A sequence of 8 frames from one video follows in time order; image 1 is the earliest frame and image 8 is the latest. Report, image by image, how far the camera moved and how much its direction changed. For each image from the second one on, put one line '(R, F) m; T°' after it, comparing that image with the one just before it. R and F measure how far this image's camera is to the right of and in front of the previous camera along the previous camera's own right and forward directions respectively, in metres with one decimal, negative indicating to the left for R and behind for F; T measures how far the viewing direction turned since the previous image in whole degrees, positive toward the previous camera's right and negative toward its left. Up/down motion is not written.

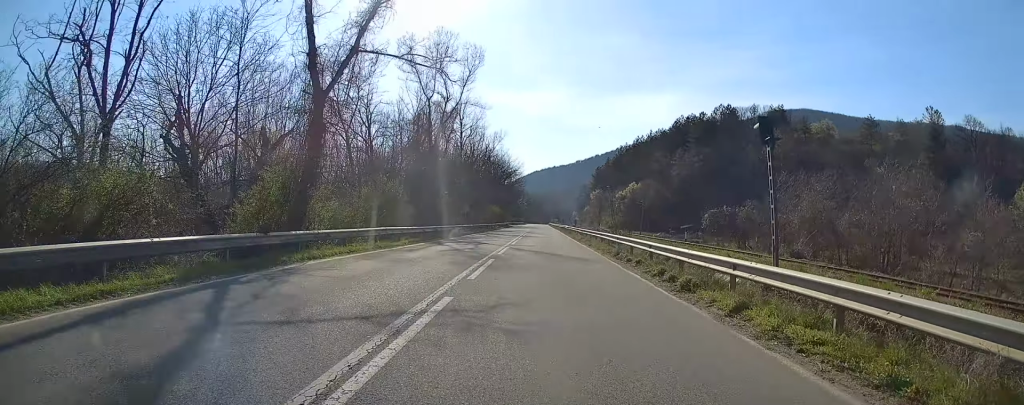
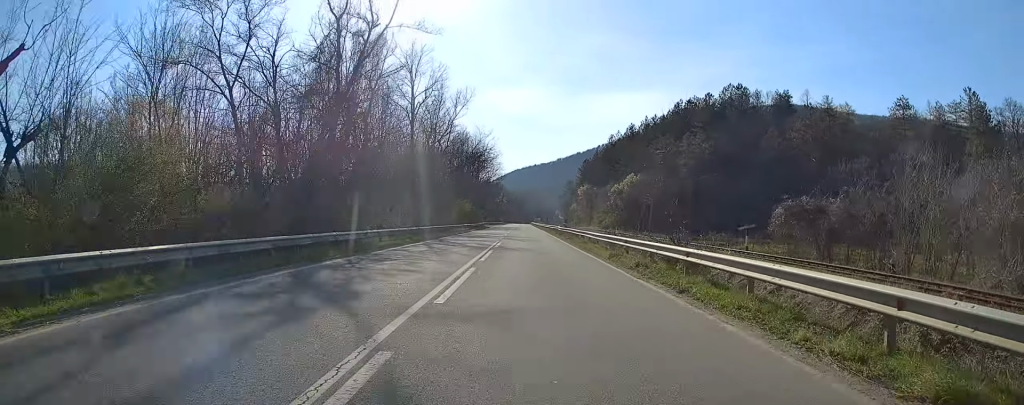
(+0.5, +21.1) m; +2°
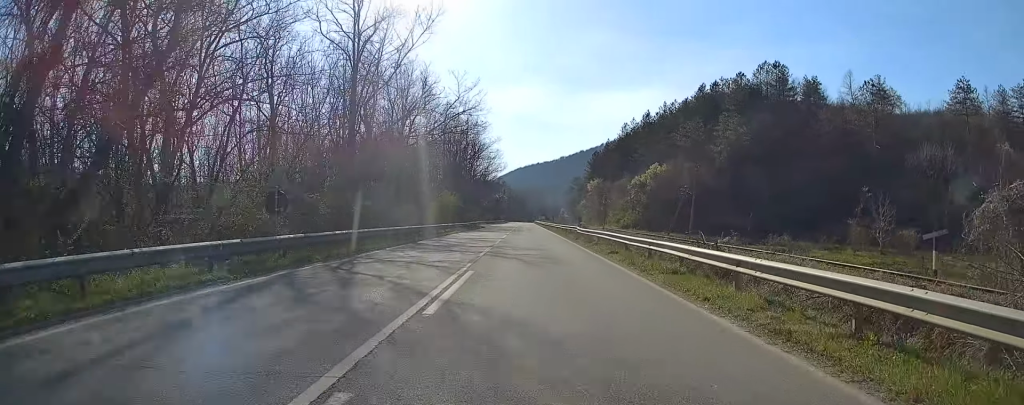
(+0.5, +19.3) m; +1°
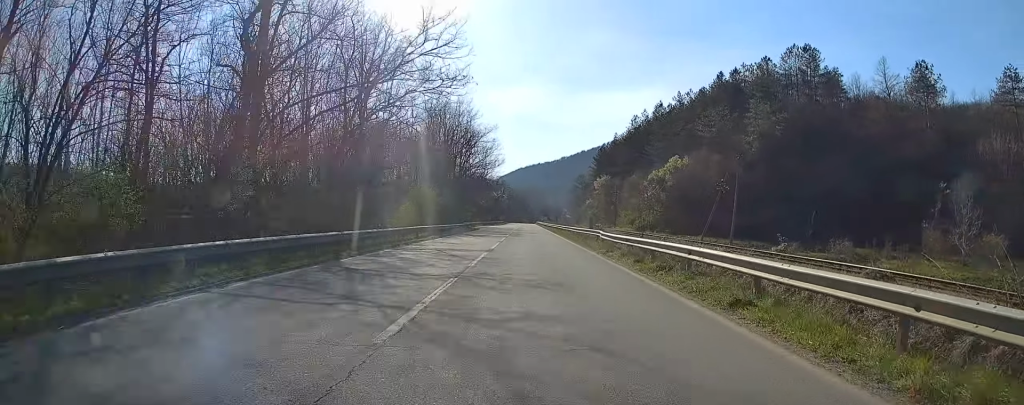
(0.0, +12.9) m; 0°
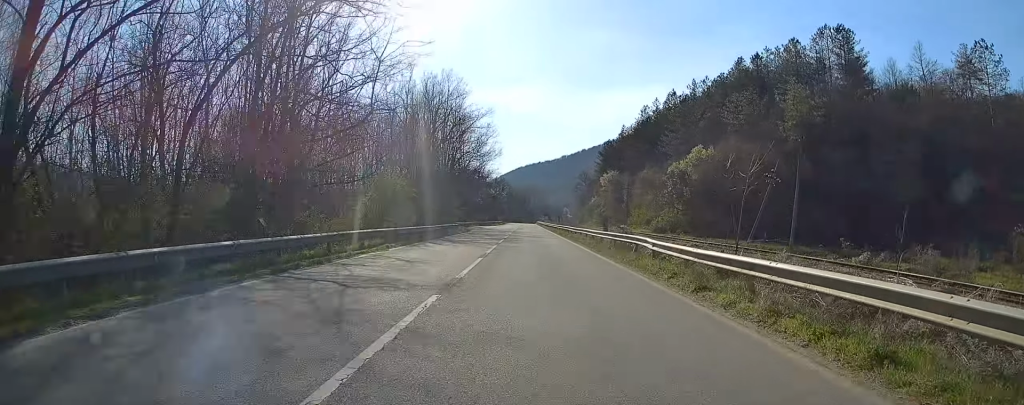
(-0.1, +12.0) m; 0°
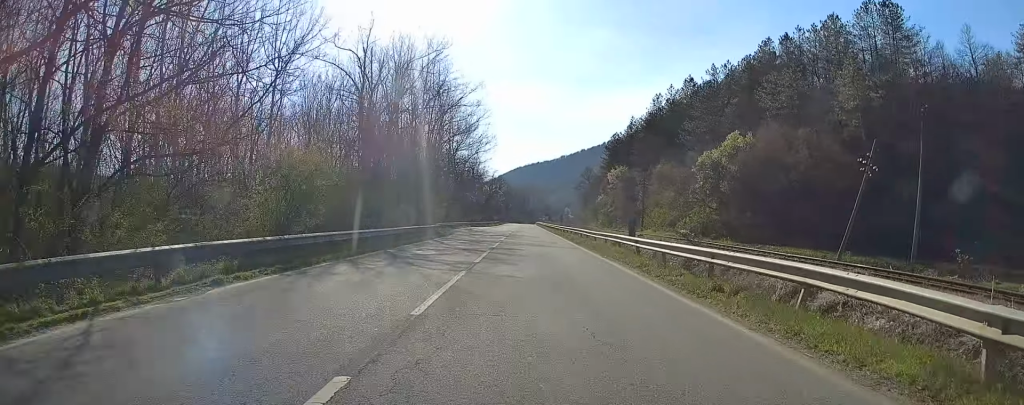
(+0.2, +13.7) m; +1°
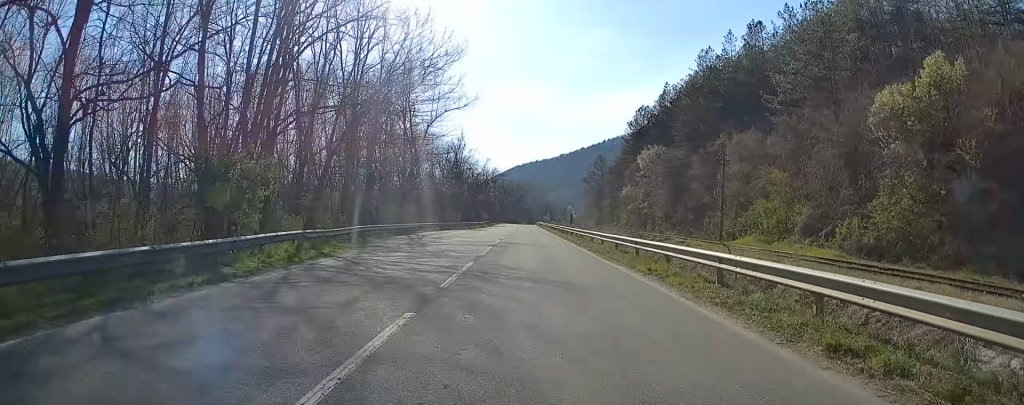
(+0.7, +33.4) m; 0°
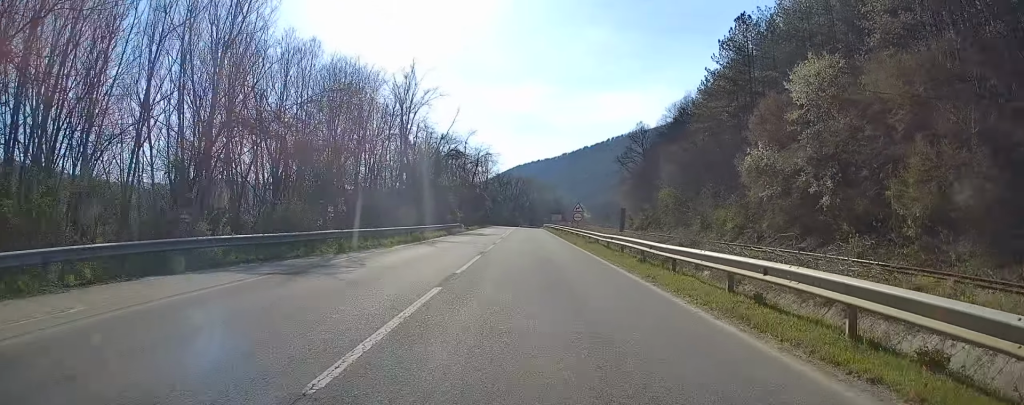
(-0.9, +51.1) m; -1°
